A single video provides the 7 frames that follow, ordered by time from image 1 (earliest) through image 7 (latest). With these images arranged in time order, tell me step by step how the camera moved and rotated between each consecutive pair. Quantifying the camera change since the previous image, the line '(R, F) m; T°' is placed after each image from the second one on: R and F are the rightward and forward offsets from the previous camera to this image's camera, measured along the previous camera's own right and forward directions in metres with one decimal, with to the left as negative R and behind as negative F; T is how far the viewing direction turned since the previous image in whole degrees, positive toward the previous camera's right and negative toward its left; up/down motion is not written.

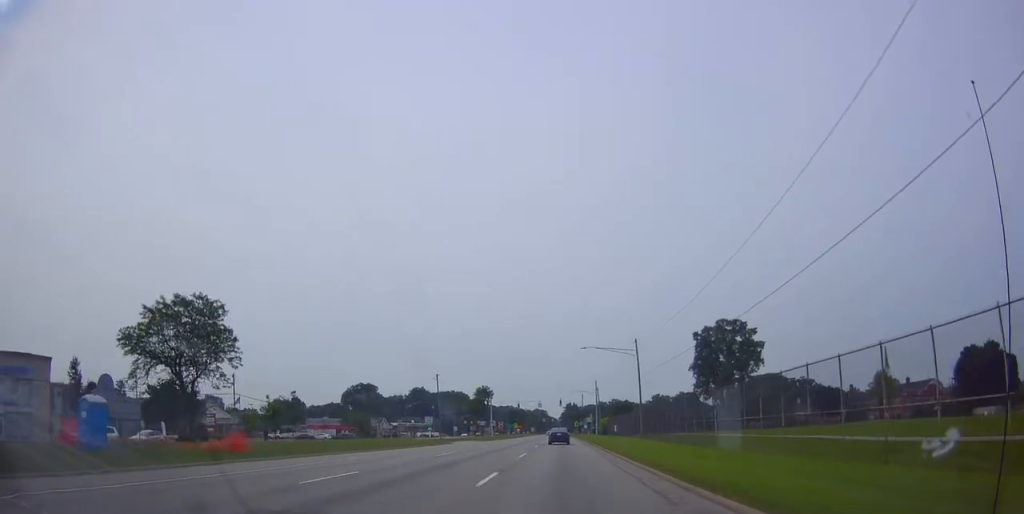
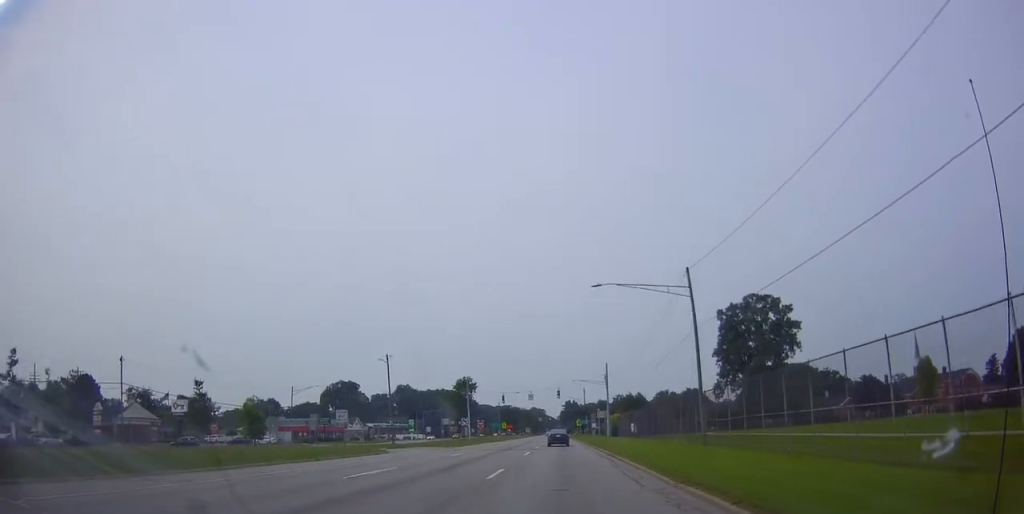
(+0.3, +28.2) m; 0°
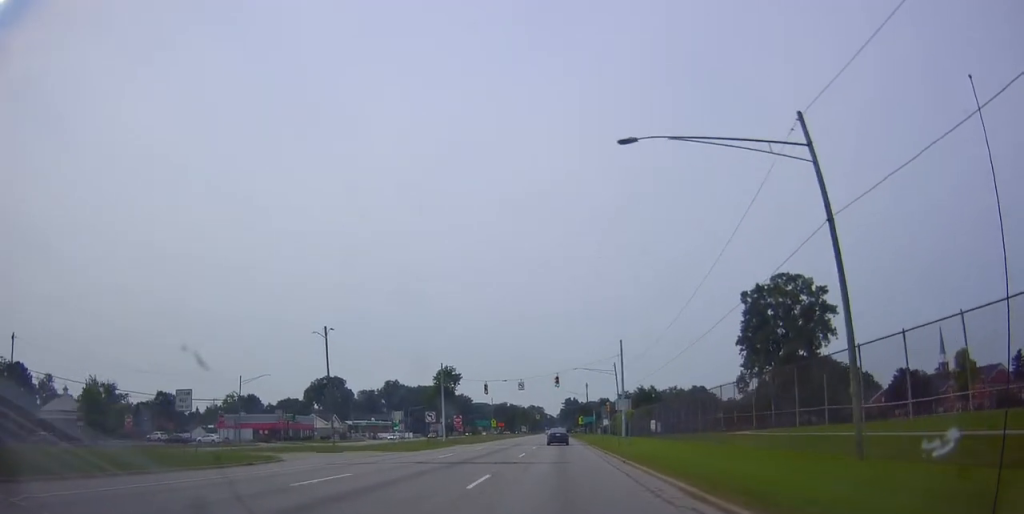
(-0.5, +18.1) m; -1°
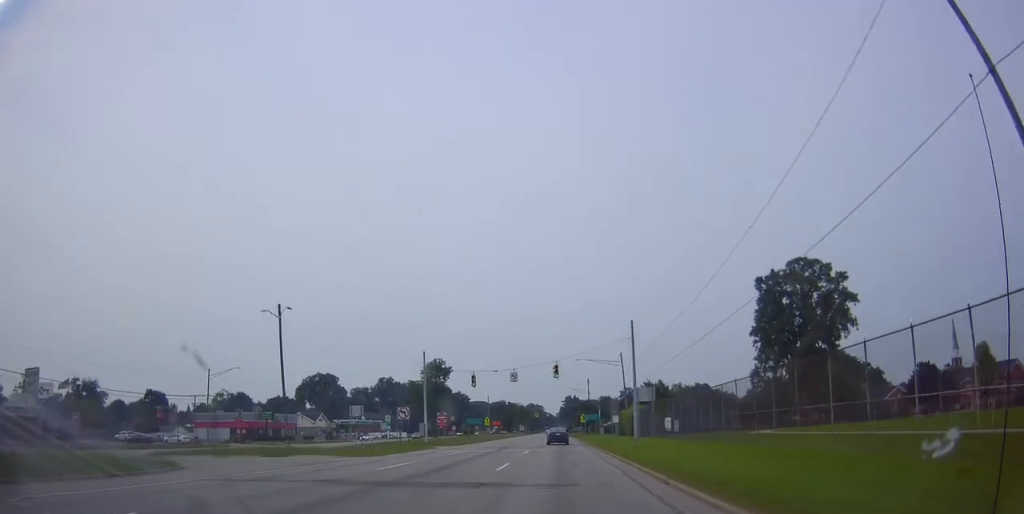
(+0.1, +8.7) m; +1°
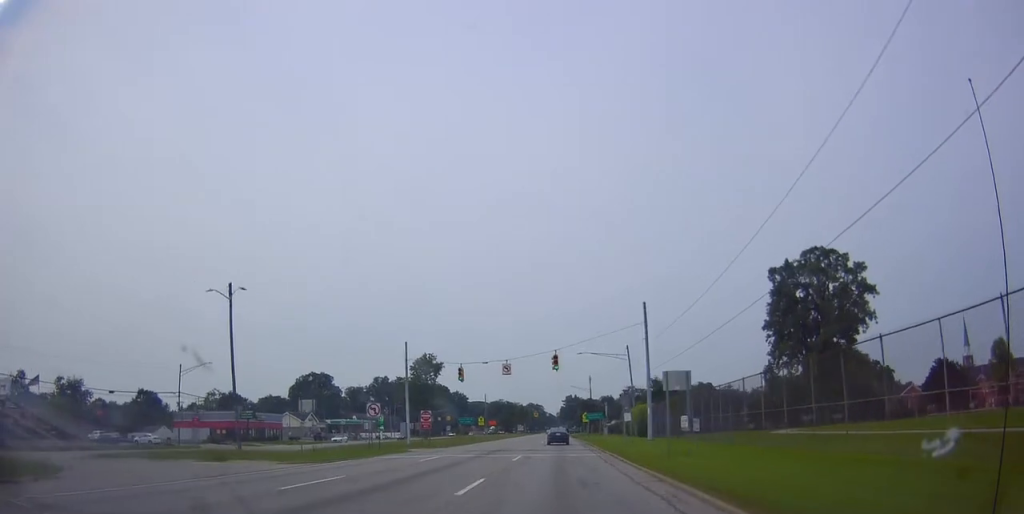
(0.0, +6.9) m; +1°
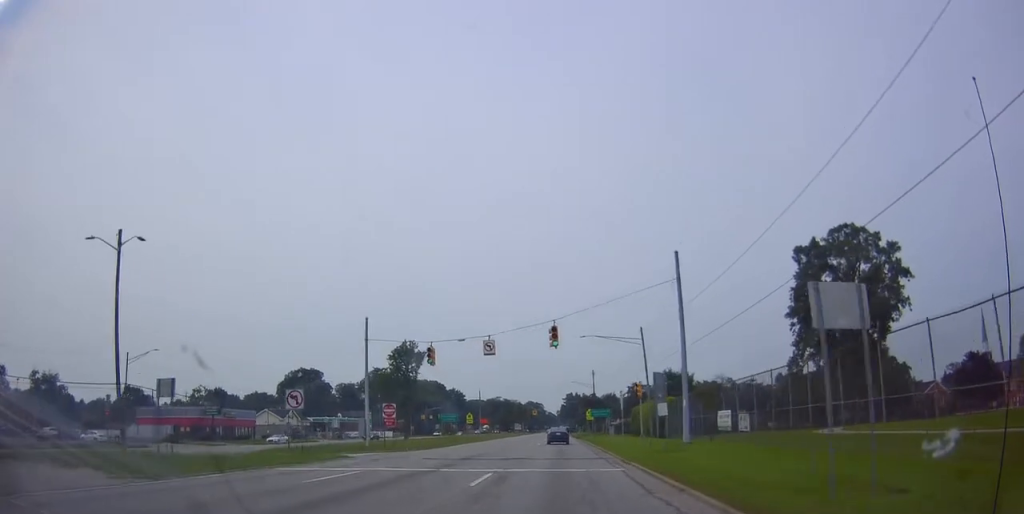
(+0.1, +12.2) m; 0°
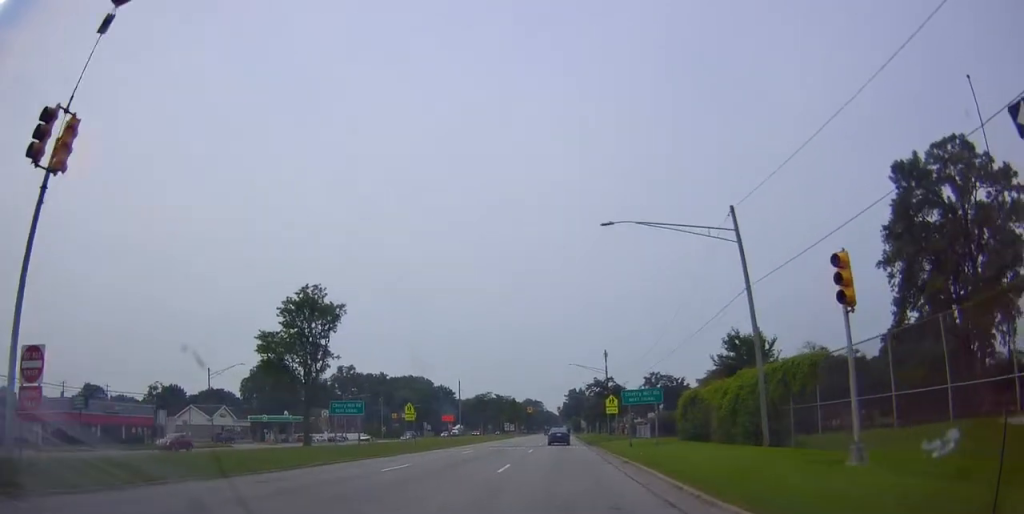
(-0.3, +33.7) m; -2°
